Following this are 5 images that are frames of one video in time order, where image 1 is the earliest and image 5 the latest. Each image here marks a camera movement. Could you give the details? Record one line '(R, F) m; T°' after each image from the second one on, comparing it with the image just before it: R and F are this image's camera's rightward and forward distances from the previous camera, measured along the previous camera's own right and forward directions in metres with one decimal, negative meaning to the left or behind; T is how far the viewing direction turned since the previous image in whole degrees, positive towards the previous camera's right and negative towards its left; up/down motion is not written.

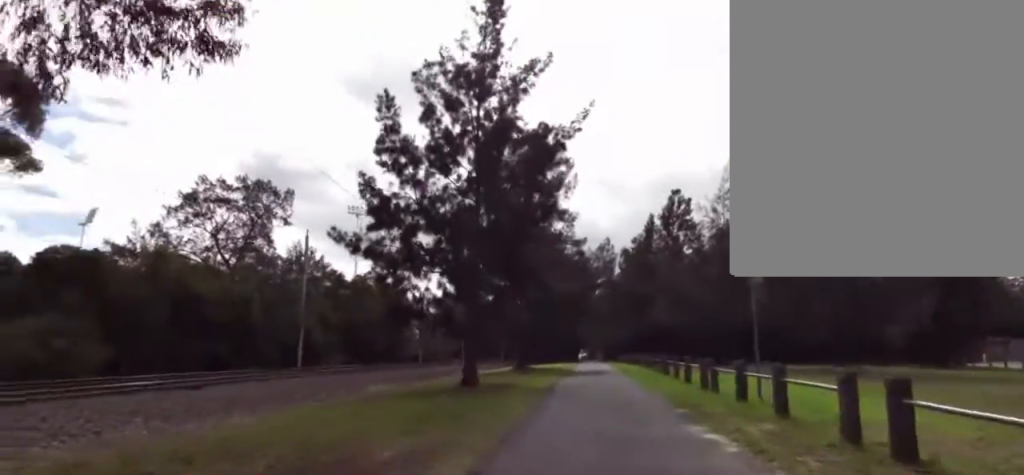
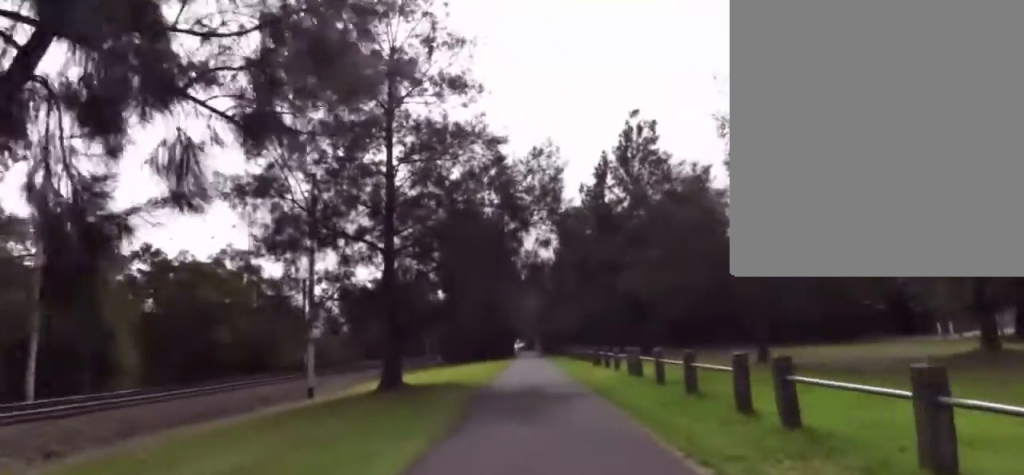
(+0.3, +15.9) m; +1°
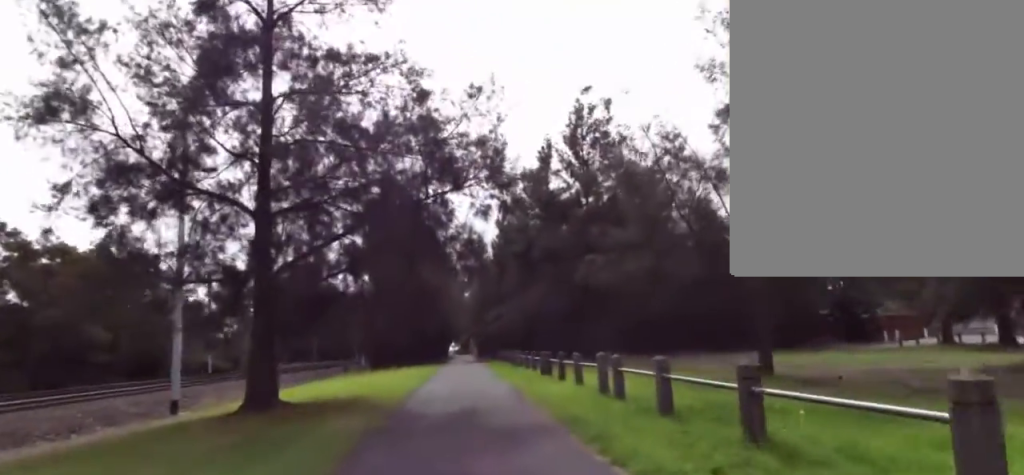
(-0.8, +5.1) m; 0°
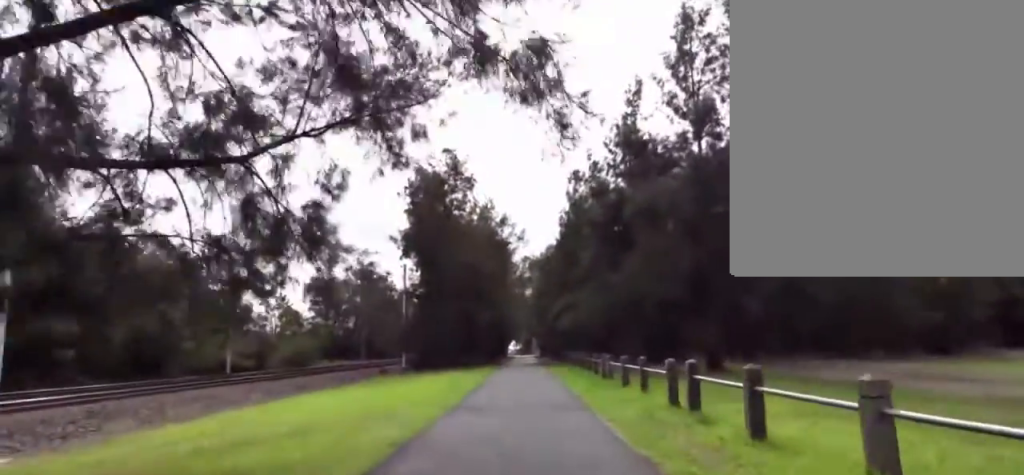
(+0.5, +9.6) m; +1°
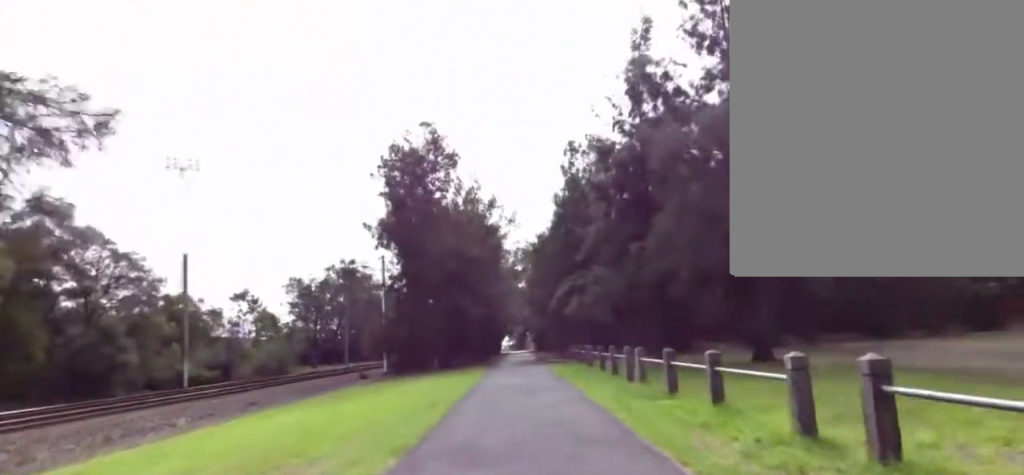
(-0.3, +4.3) m; 0°
